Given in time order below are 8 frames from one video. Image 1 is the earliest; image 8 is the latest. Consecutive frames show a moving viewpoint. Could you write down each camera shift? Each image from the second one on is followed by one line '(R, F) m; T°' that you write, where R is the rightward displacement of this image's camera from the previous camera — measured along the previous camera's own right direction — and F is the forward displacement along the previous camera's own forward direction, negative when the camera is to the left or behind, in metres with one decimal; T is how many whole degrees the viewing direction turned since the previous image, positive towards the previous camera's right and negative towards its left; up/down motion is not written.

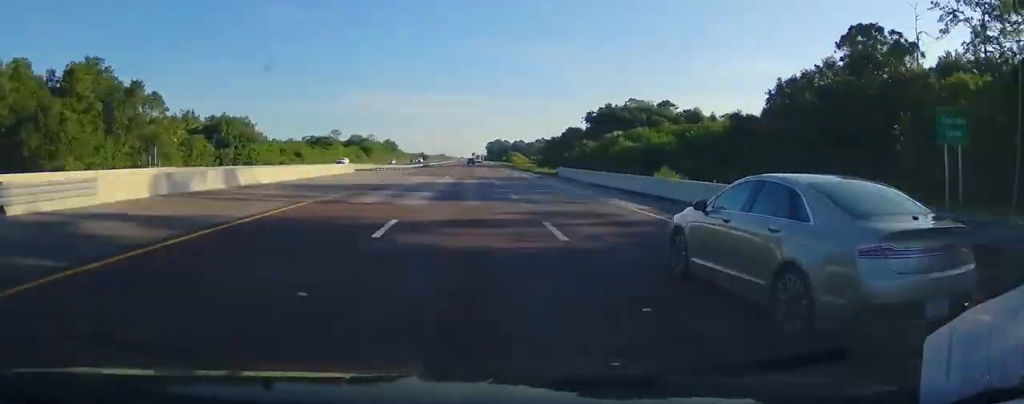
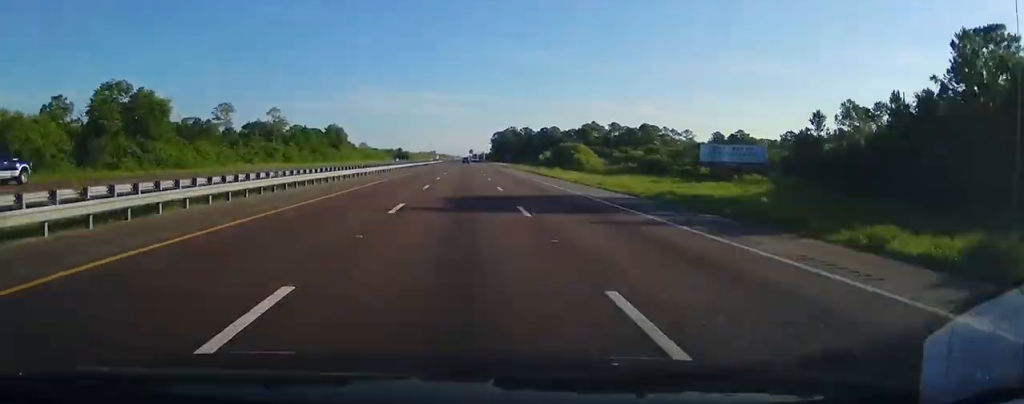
(-0.3, +164.7) m; 0°
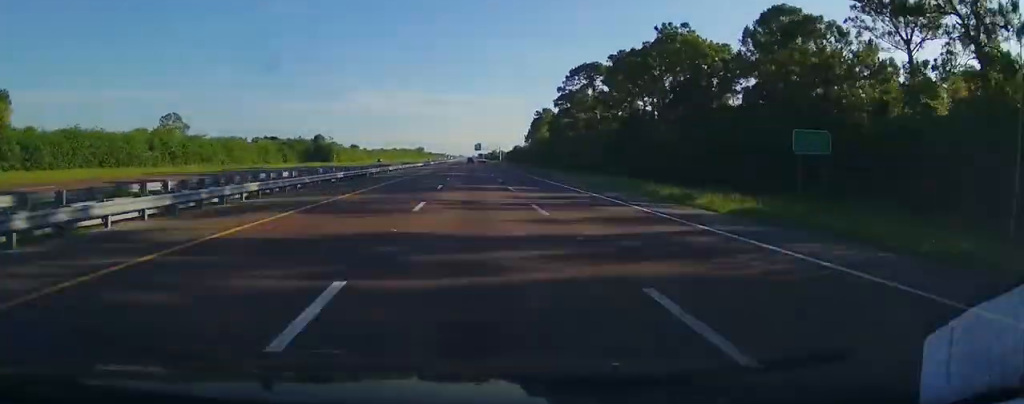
(+0.7, +234.9) m; 0°
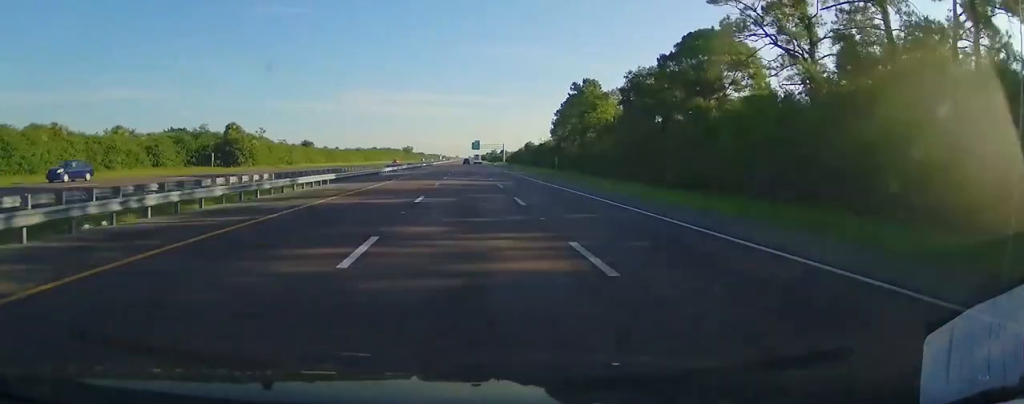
(0.0, +67.5) m; 0°
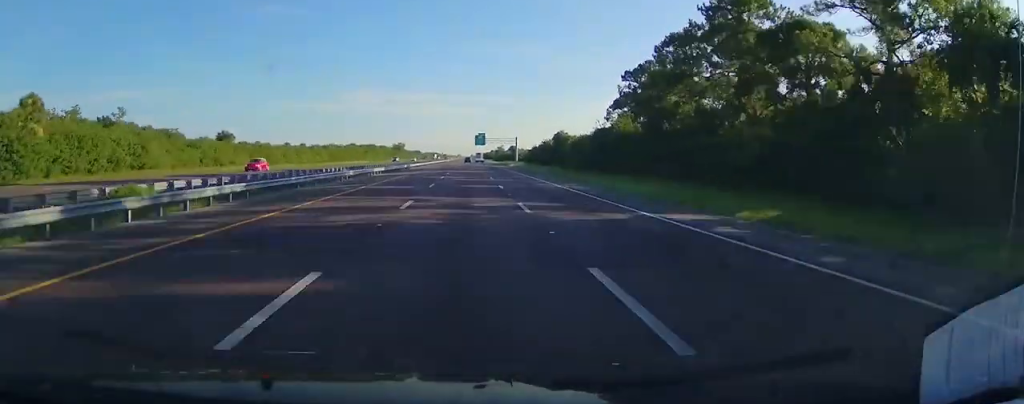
(0.0, +63.2) m; 0°
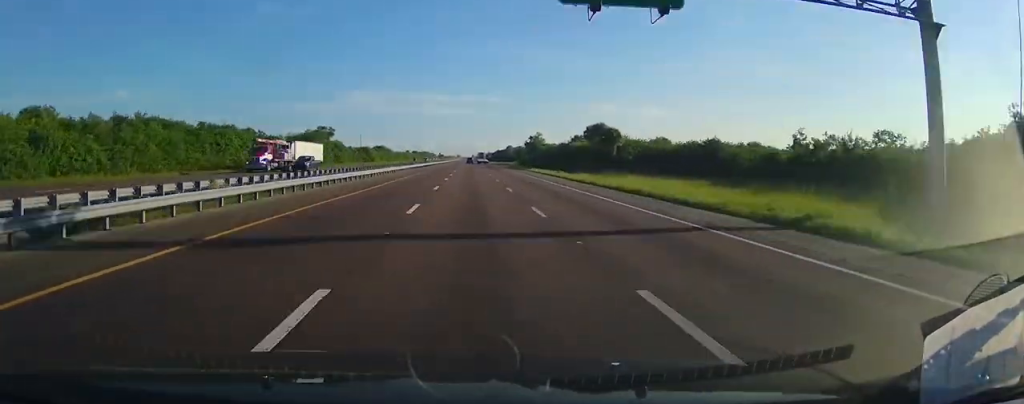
(-0.4, +190.9) m; 0°
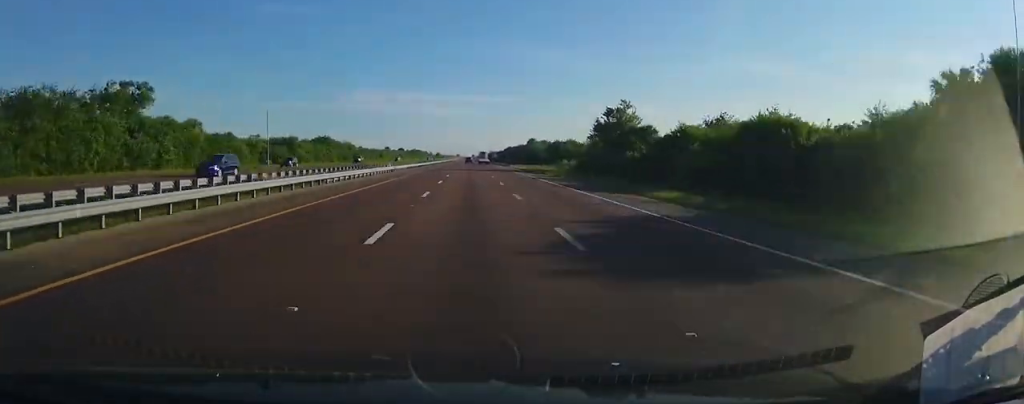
(0.0, +100.3) m; 0°
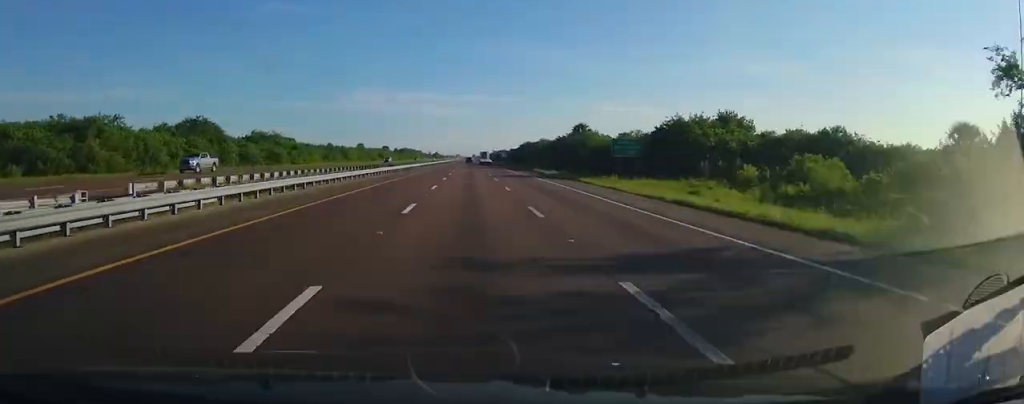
(+0.3, +77.6) m; 0°
